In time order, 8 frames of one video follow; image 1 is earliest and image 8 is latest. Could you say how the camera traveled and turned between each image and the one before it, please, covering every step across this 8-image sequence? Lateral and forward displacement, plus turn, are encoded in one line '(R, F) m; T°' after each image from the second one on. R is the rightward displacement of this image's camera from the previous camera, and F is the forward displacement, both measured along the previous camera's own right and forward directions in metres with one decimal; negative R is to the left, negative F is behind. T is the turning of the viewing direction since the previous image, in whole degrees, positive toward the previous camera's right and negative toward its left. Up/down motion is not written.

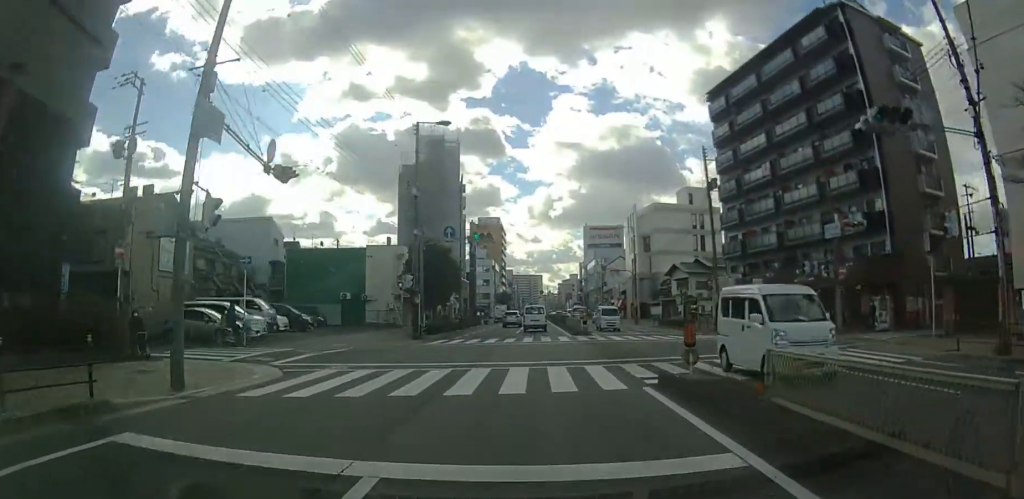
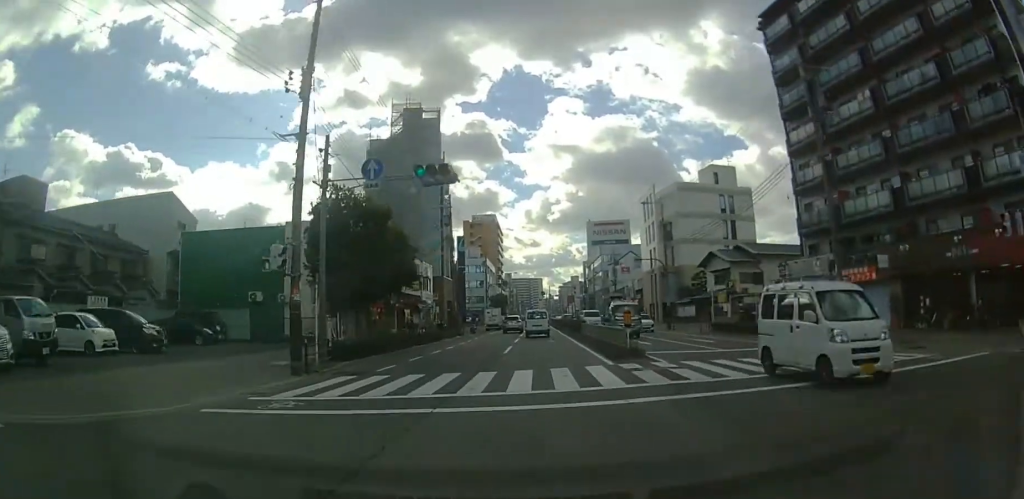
(-0.1, +15.4) m; 0°
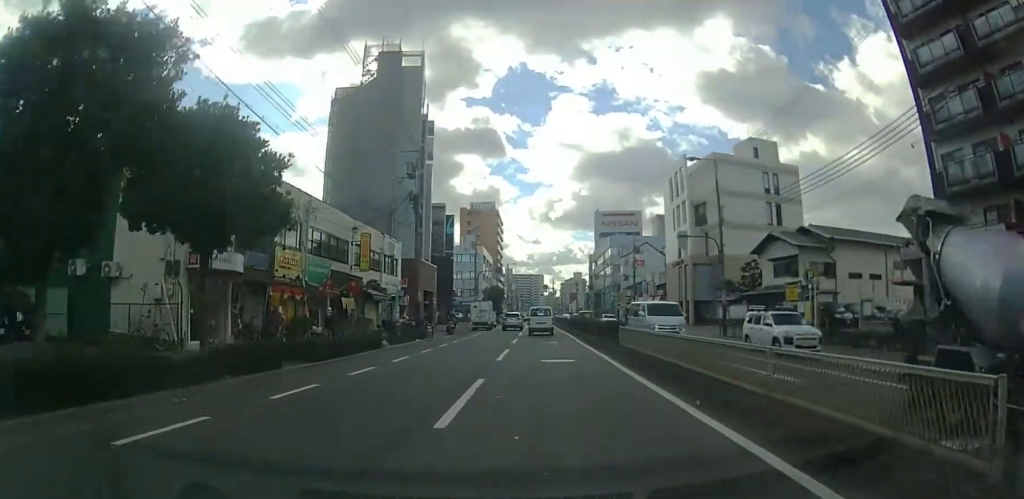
(0.0, +15.3) m; 0°
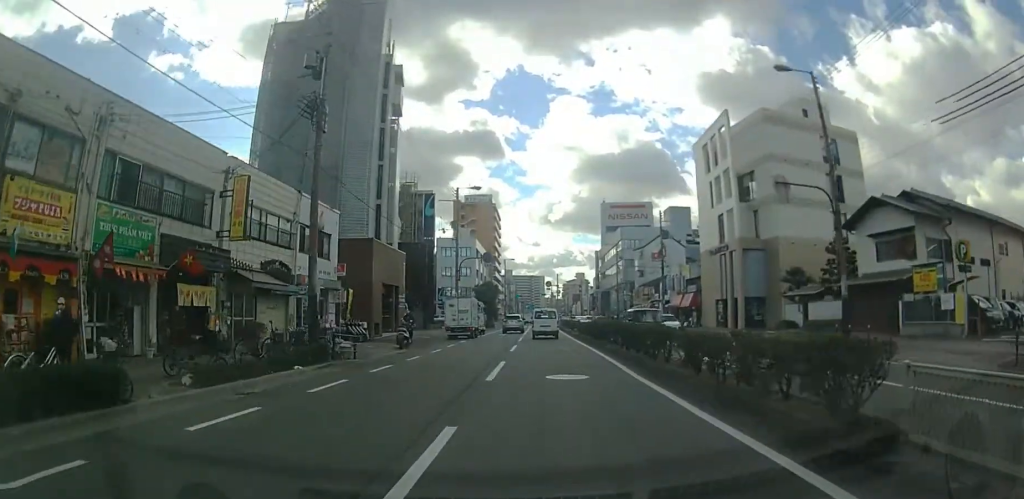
(+0.1, +14.9) m; +1°
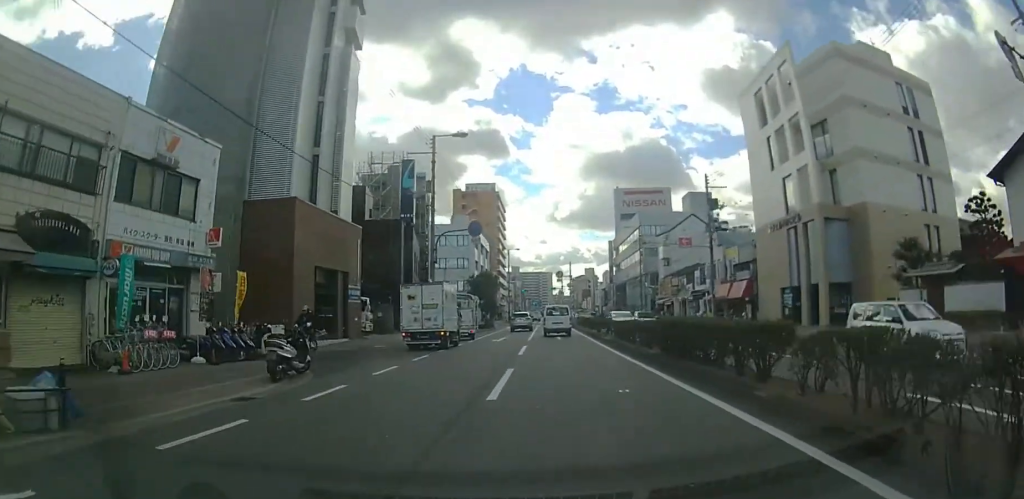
(+0.1, +13.0) m; 0°
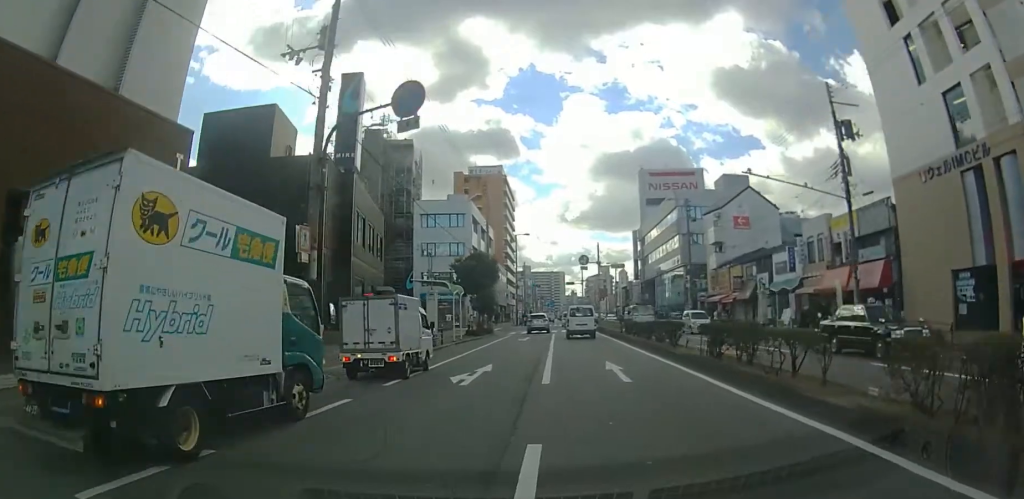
(0.0, +17.7) m; 0°
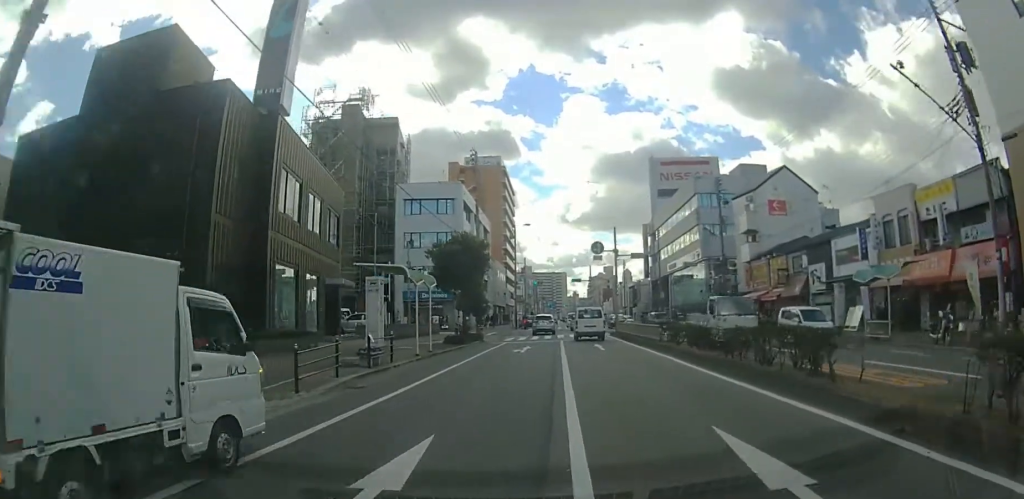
(0.0, +9.5) m; 0°
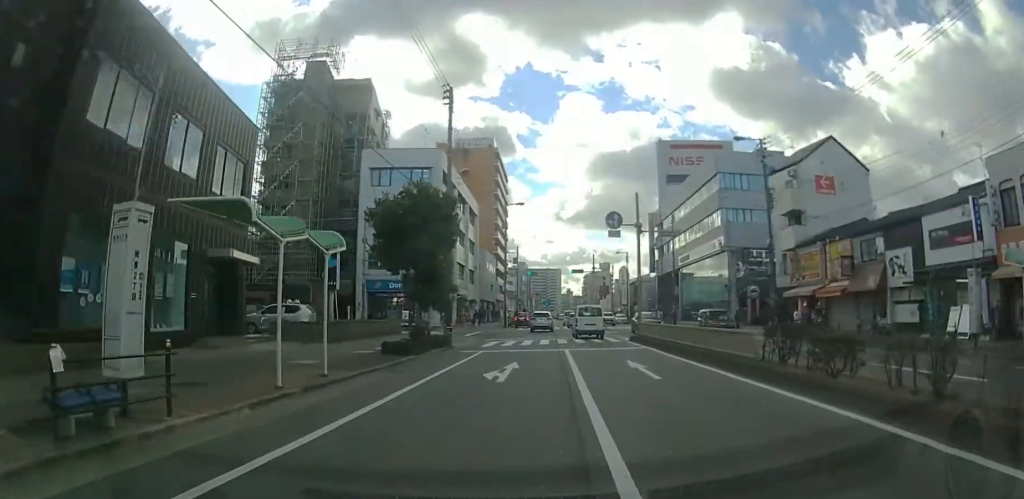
(0.0, +10.0) m; 0°
